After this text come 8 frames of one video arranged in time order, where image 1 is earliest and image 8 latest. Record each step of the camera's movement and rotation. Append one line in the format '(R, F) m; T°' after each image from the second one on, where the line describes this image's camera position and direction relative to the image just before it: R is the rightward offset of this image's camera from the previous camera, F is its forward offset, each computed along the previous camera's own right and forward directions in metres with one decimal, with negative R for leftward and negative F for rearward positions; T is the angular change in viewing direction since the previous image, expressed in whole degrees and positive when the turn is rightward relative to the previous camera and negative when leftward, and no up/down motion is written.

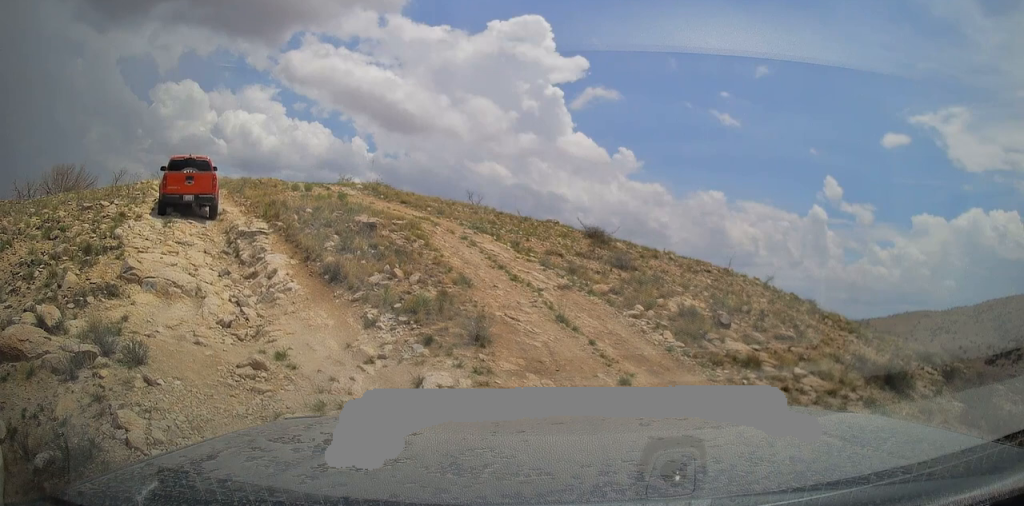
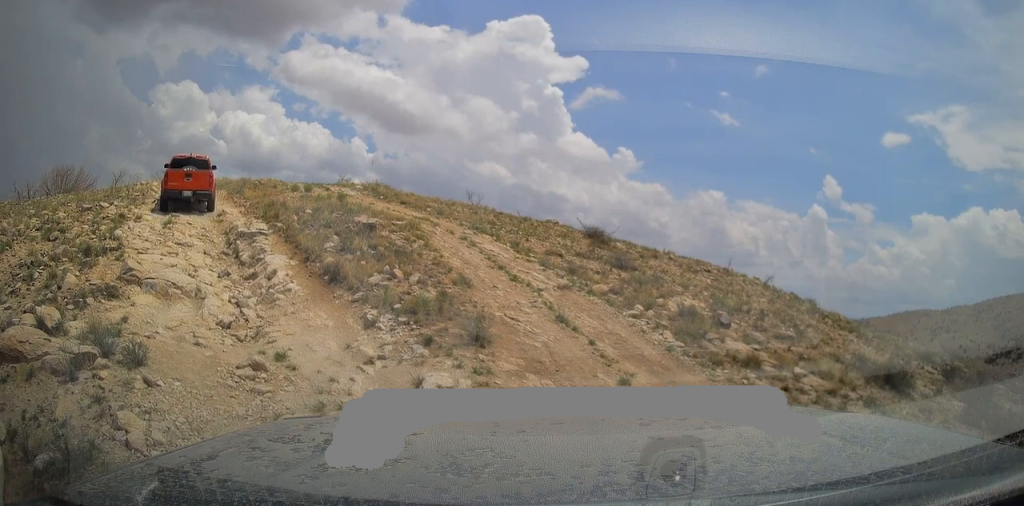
(0.0, 0.0) m; 0°
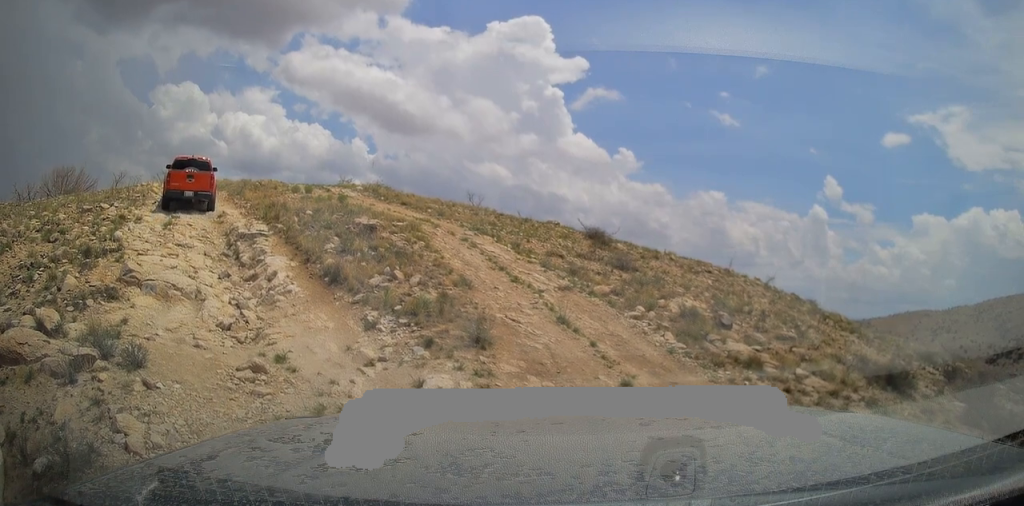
(0.0, 0.0) m; 0°
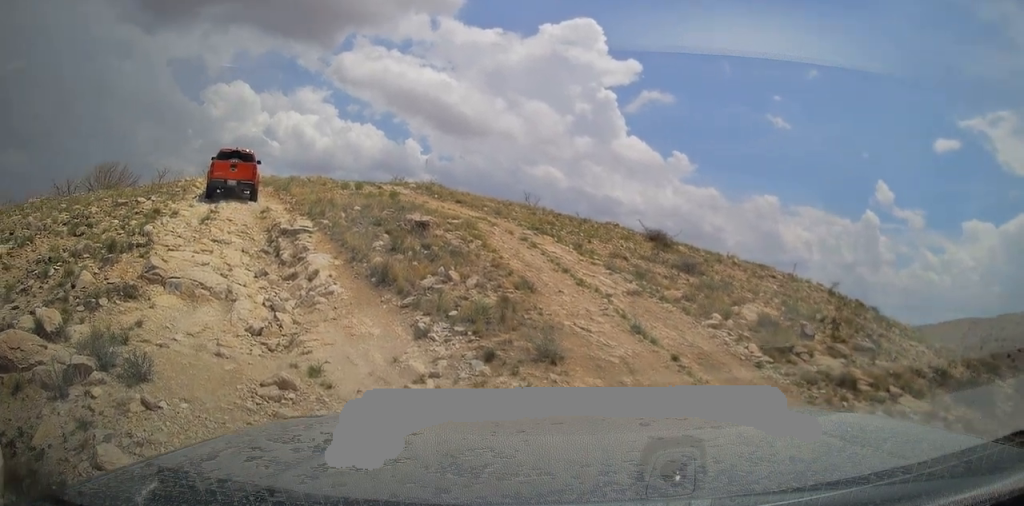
(+0.2, +0.8) m; 0°
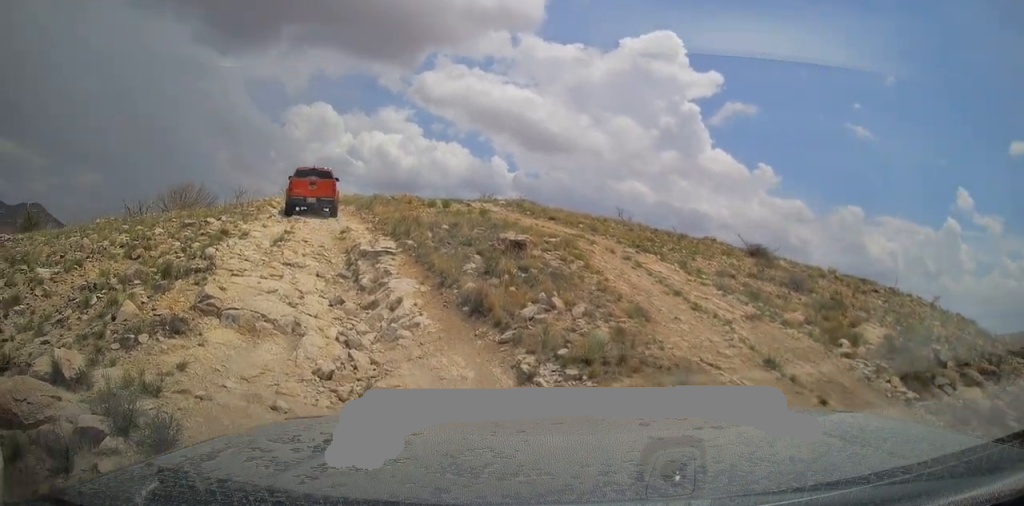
(+0.2, +1.0) m; 0°
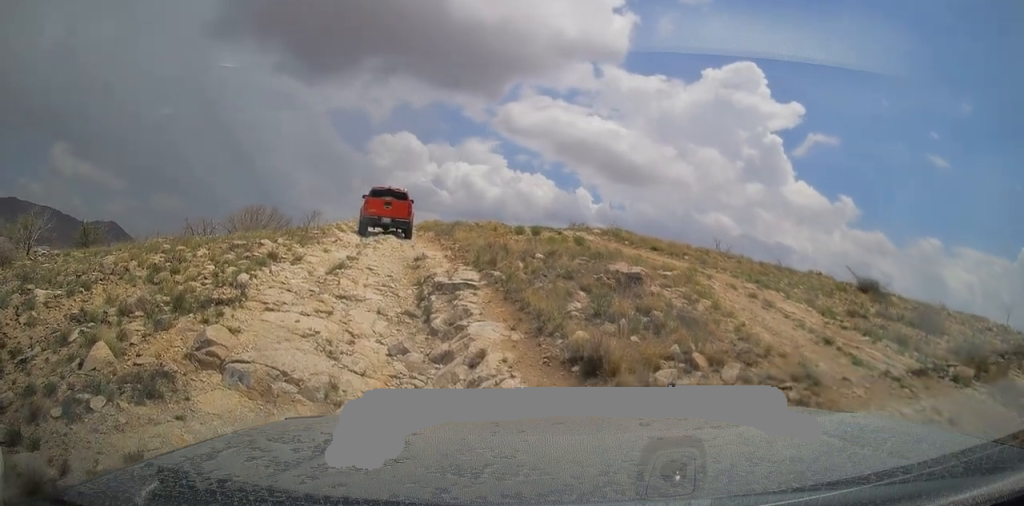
(-0.4, +1.9) m; 0°
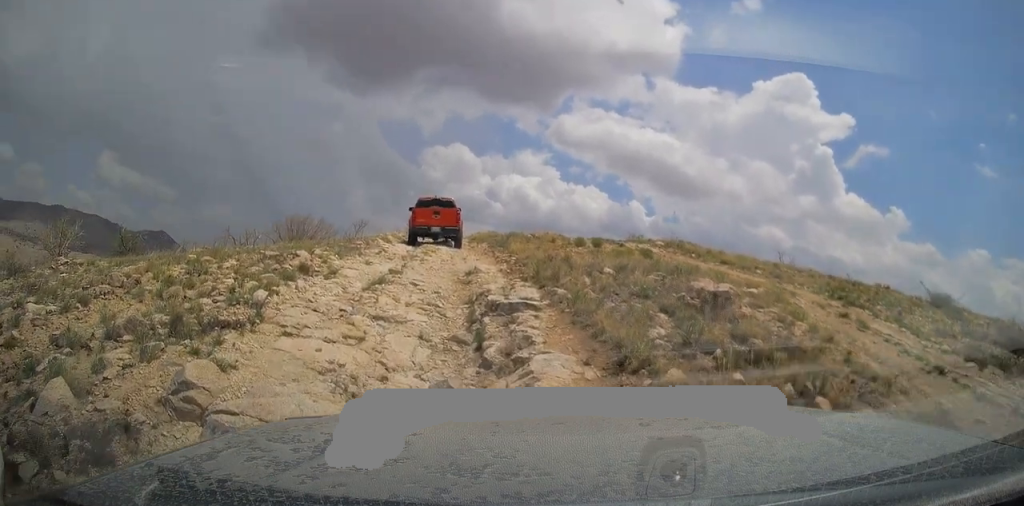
(0.0, +1.7) m; +2°
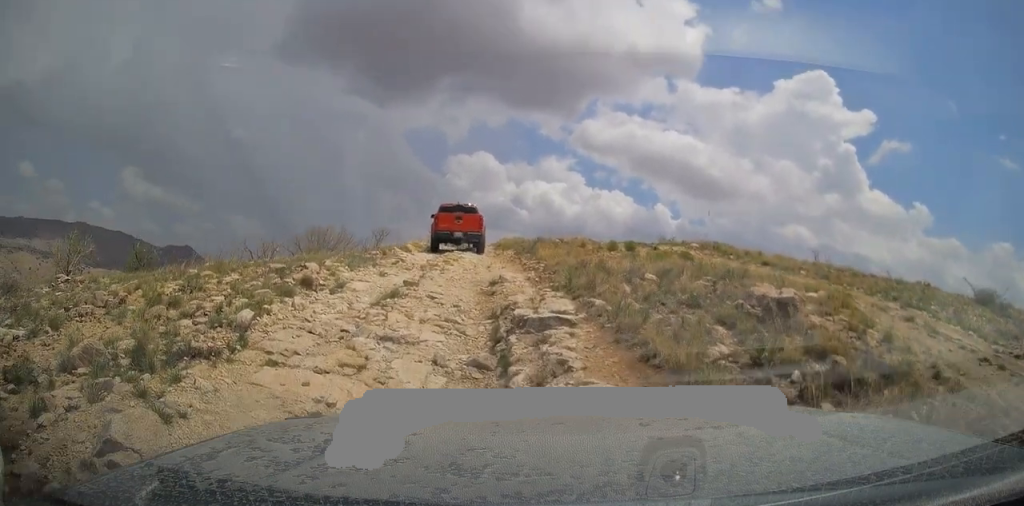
(0.0, +1.5) m; -1°
